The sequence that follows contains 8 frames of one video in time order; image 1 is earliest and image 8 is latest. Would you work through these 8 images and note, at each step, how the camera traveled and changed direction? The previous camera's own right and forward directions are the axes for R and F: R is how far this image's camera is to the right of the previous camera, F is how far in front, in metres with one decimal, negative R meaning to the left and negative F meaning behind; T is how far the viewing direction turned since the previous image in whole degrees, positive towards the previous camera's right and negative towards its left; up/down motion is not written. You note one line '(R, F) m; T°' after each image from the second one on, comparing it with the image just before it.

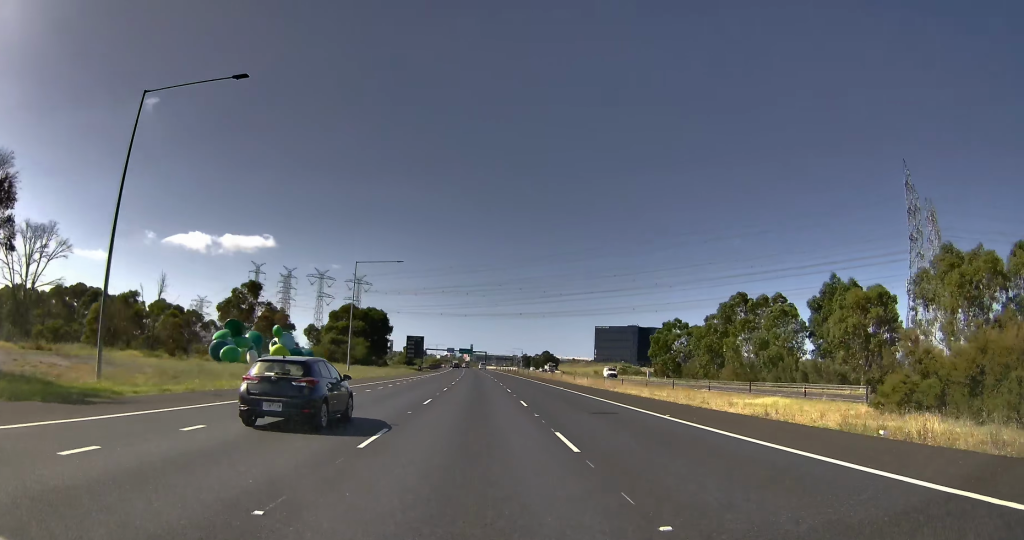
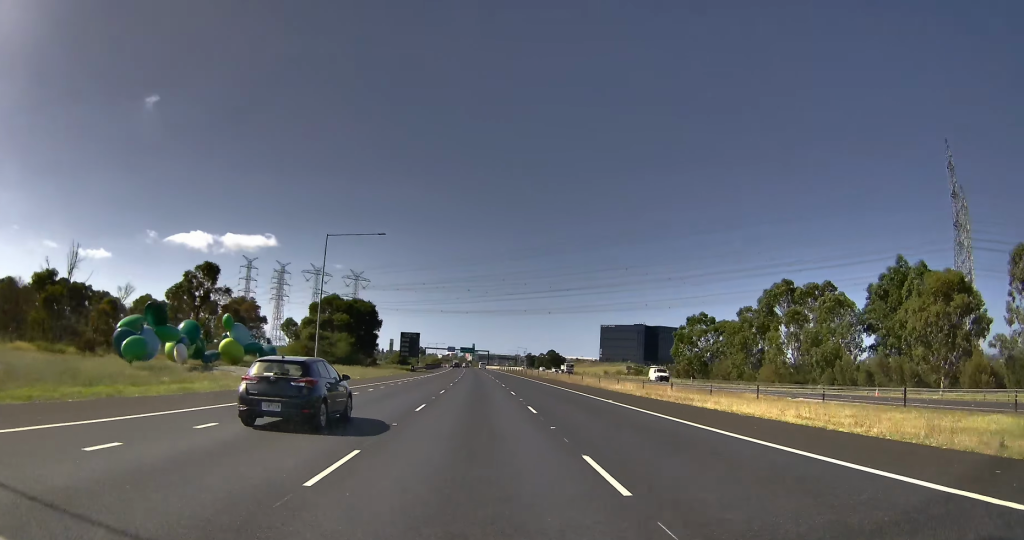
(0.0, +14.4) m; +1°
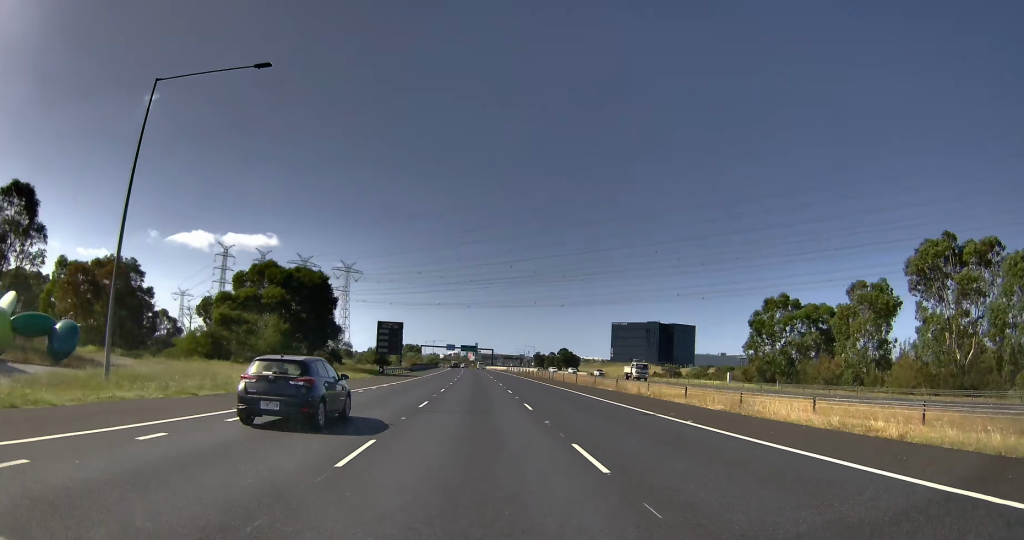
(+0.3, +29.0) m; -1°
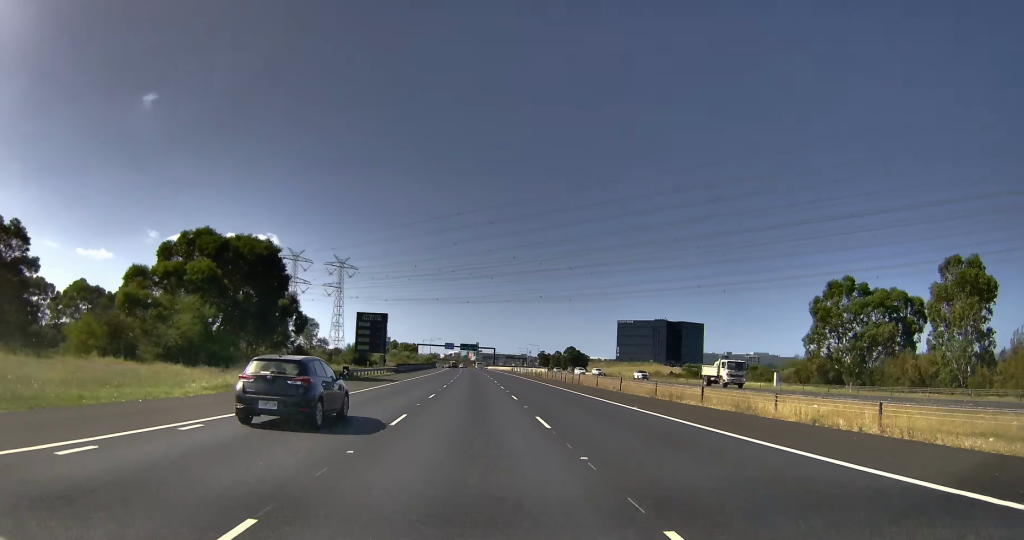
(-0.2, +13.7) m; -1°
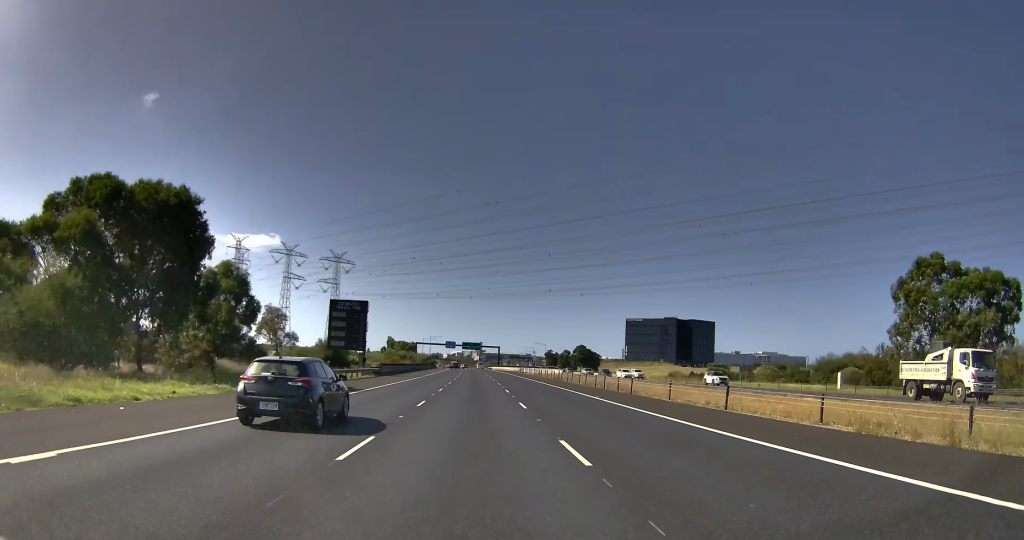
(-0.1, +12.5) m; 0°
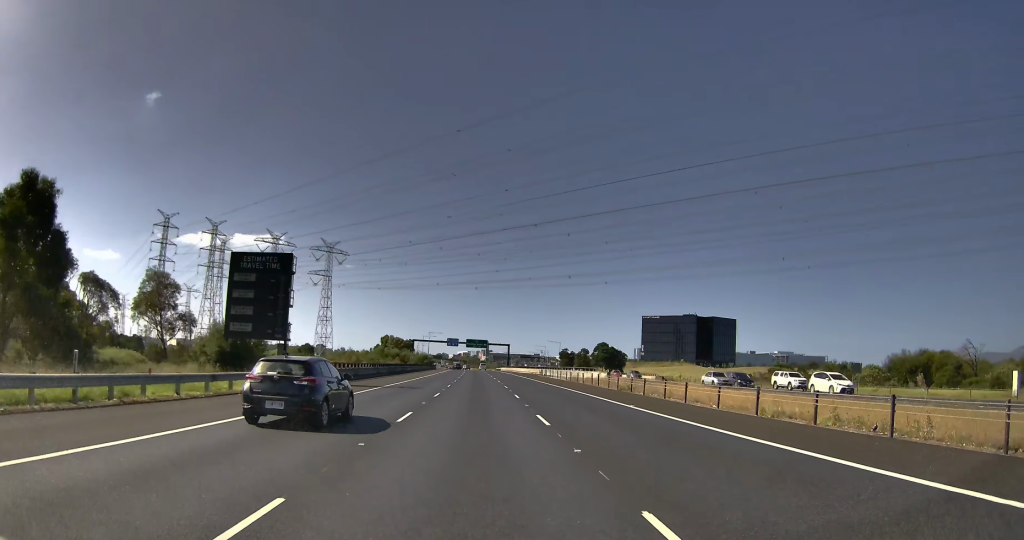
(+0.1, +22.4) m; +1°
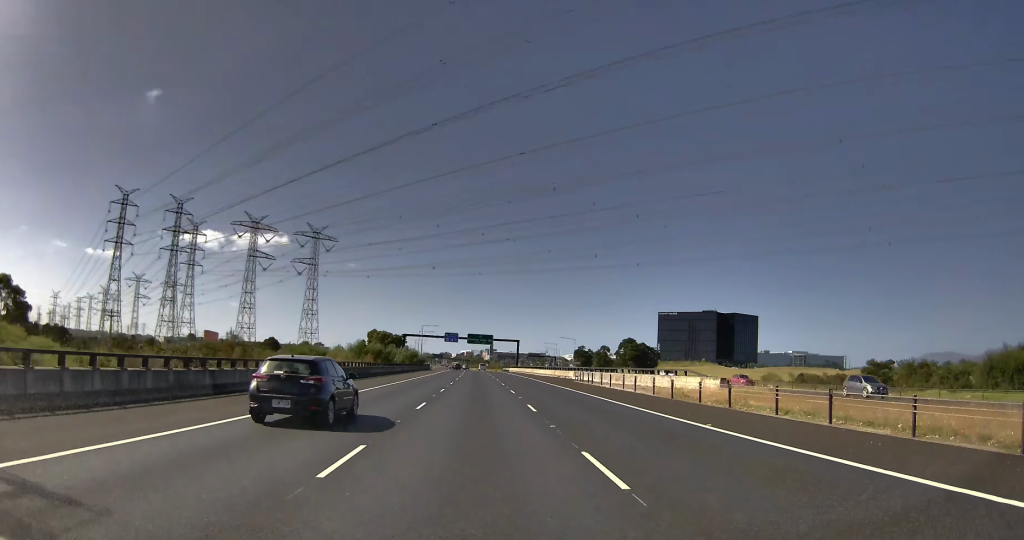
(+0.5, +27.4) m; 0°
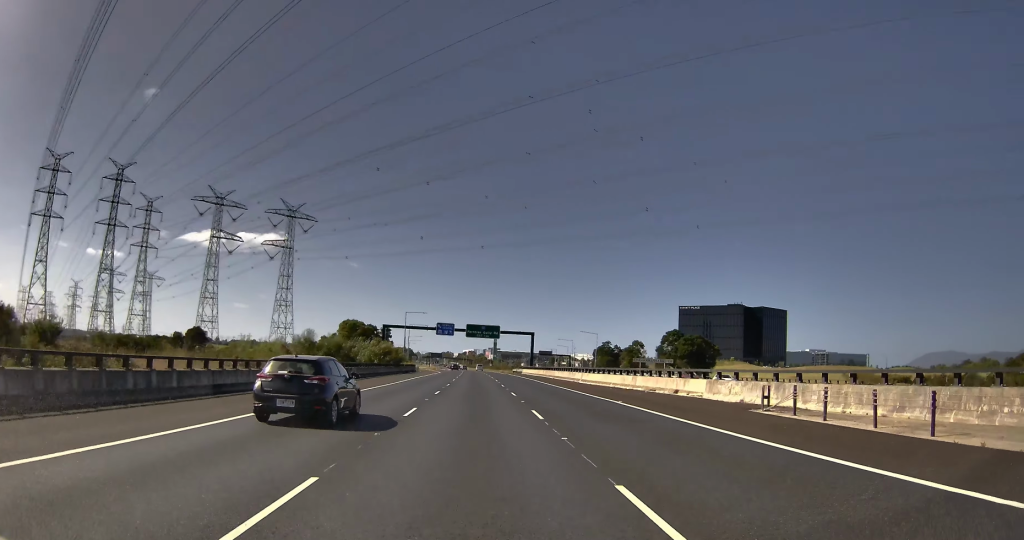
(-0.1, +39.6) m; +1°
